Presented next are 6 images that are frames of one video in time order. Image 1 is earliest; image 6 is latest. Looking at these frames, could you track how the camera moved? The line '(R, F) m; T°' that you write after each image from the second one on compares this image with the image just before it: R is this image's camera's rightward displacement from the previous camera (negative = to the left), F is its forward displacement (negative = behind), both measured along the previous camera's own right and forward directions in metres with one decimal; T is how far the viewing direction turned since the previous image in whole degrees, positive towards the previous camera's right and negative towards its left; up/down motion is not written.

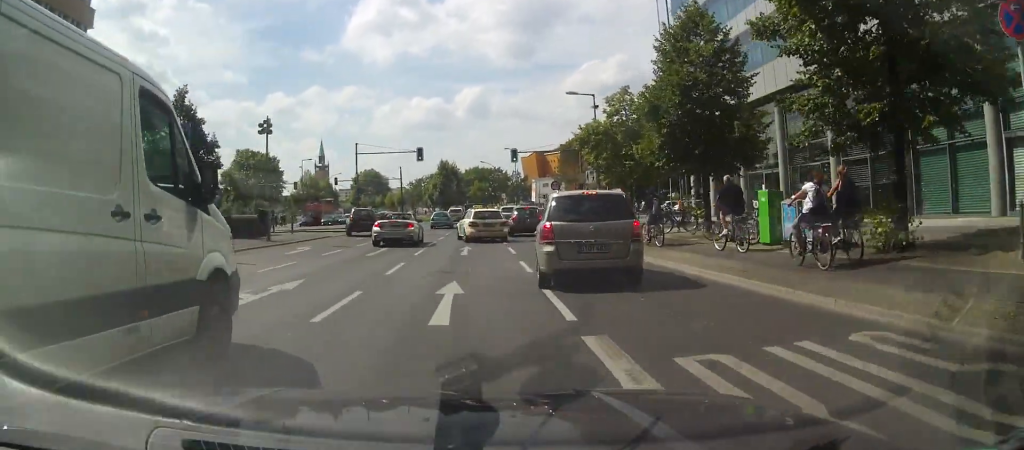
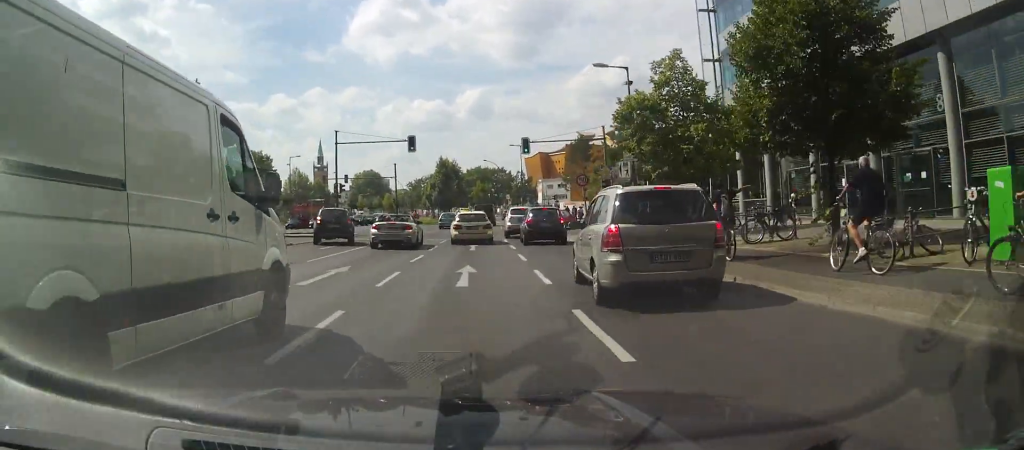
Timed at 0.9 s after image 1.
(+0.2, +8.0) m; +3°
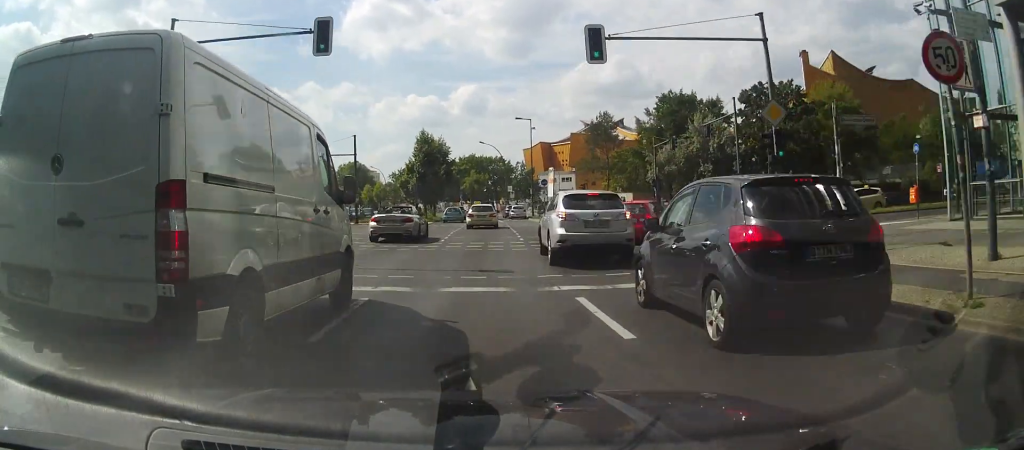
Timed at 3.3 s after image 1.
(-0.3, +22.9) m; +2°
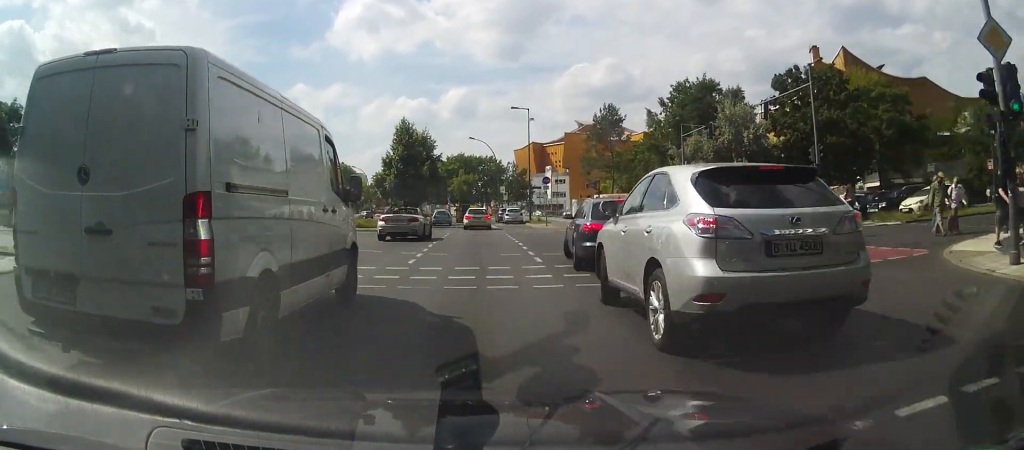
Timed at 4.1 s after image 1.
(+0.9, +9.1) m; +3°
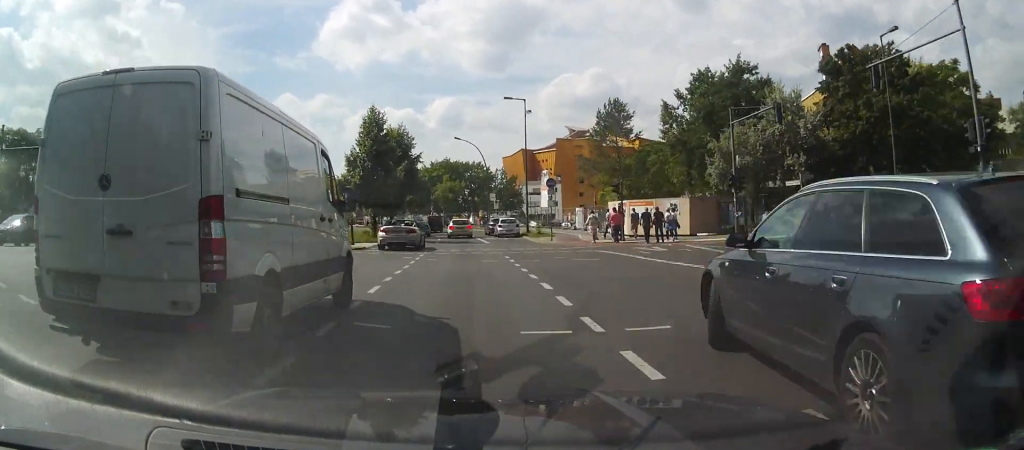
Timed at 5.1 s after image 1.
(-0.2, +10.2) m; +1°
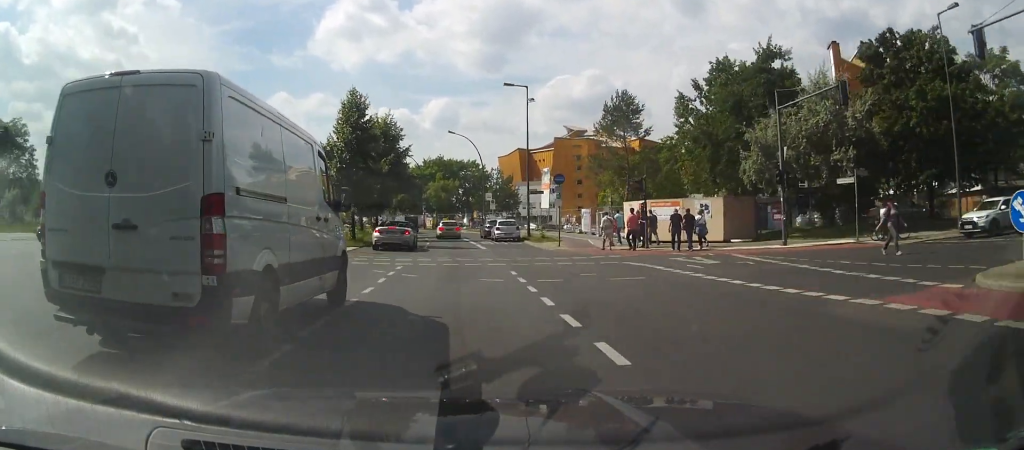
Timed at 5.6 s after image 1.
(+0.1, +5.6) m; +1°
